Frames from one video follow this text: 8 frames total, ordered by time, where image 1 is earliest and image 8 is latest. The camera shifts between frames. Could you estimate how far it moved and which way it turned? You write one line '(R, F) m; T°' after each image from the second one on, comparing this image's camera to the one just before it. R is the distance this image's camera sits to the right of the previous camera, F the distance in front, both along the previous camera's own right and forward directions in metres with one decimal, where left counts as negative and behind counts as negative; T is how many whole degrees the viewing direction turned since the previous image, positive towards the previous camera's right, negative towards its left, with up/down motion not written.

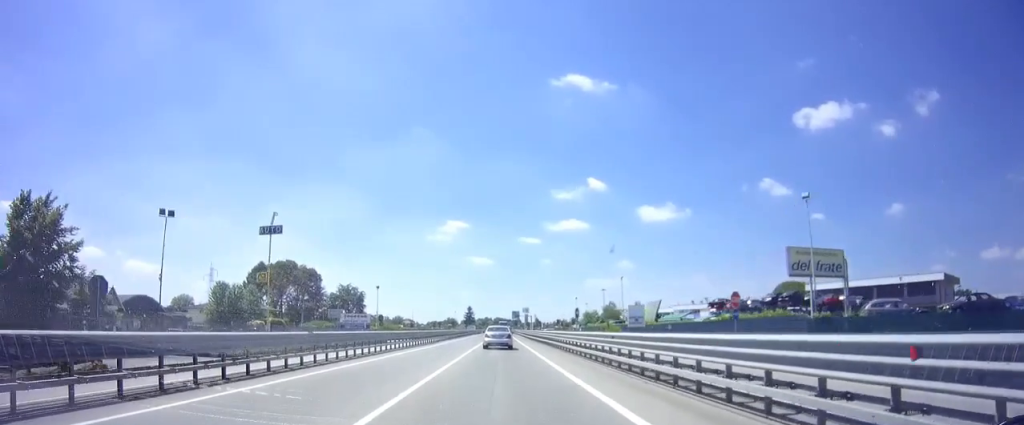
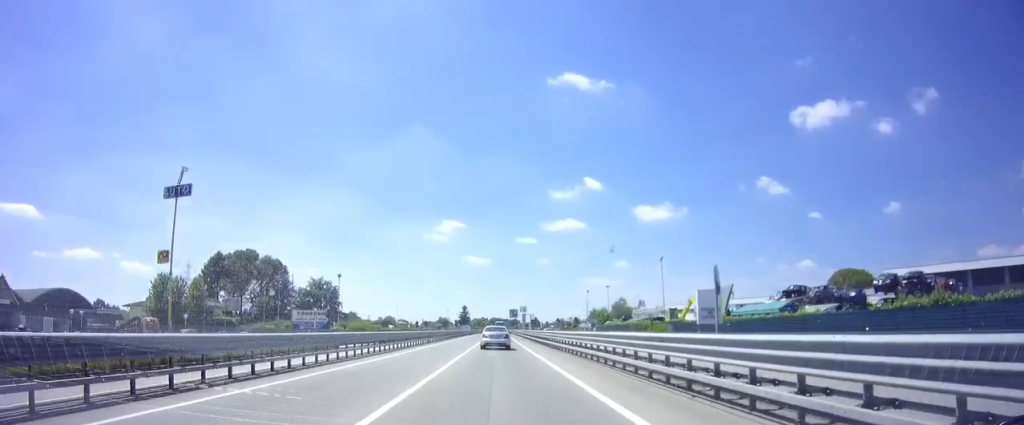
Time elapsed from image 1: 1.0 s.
(-0.2, +18.8) m; 0°
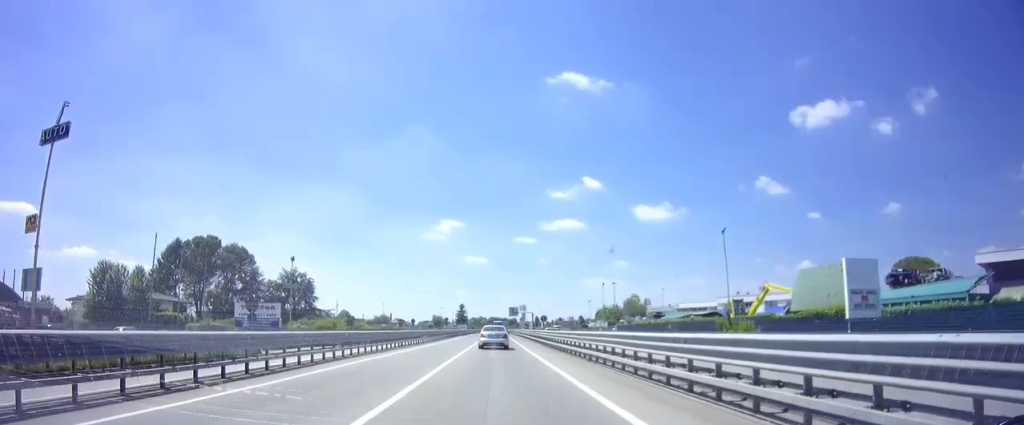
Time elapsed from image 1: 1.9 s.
(+0.2, +15.7) m; +1°
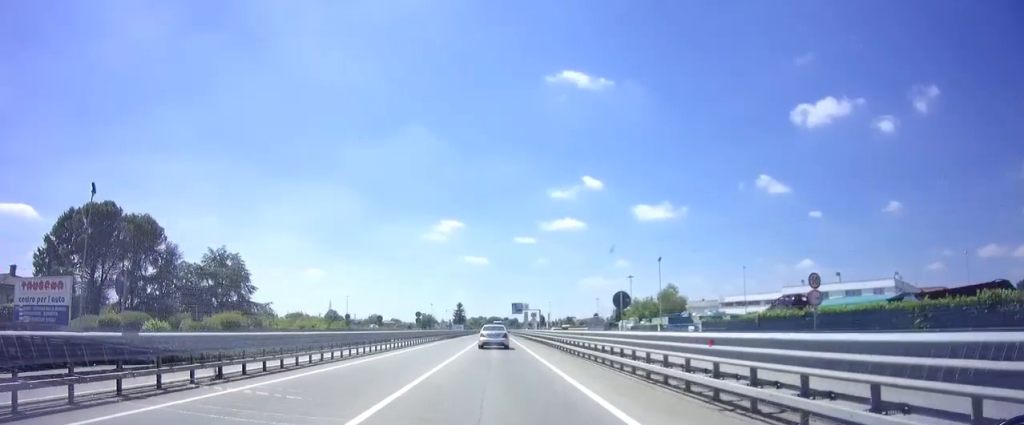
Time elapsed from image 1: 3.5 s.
(+0.1, +28.3) m; -1°
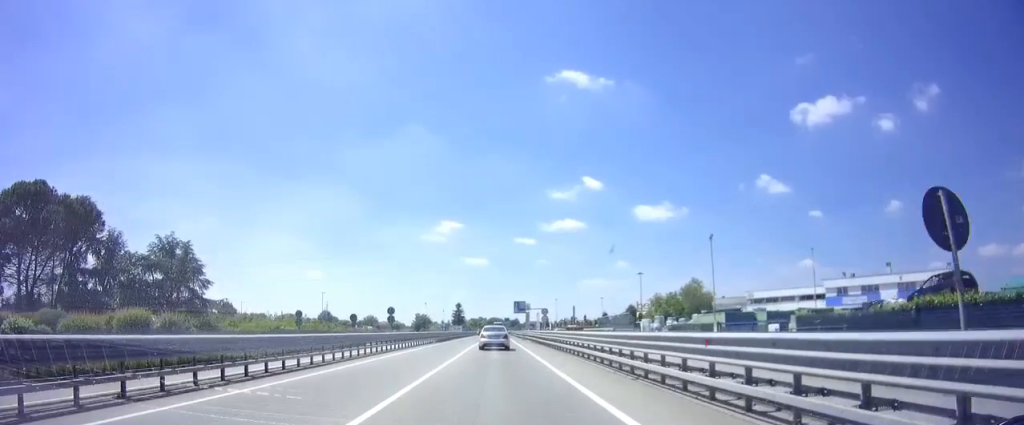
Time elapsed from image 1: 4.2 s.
(-0.3, +13.1) m; 0°
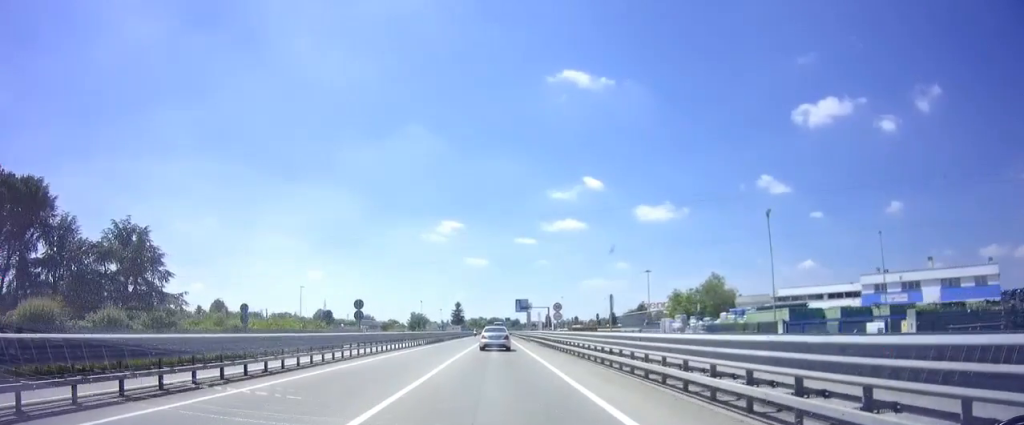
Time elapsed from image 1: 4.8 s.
(+0.2, +10.1) m; 0°
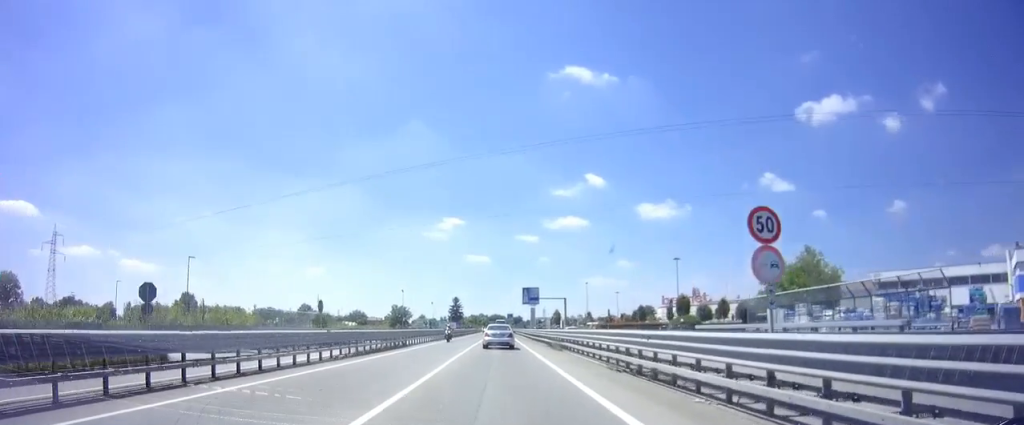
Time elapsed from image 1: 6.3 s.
(-0.2, +26.7) m; 0°
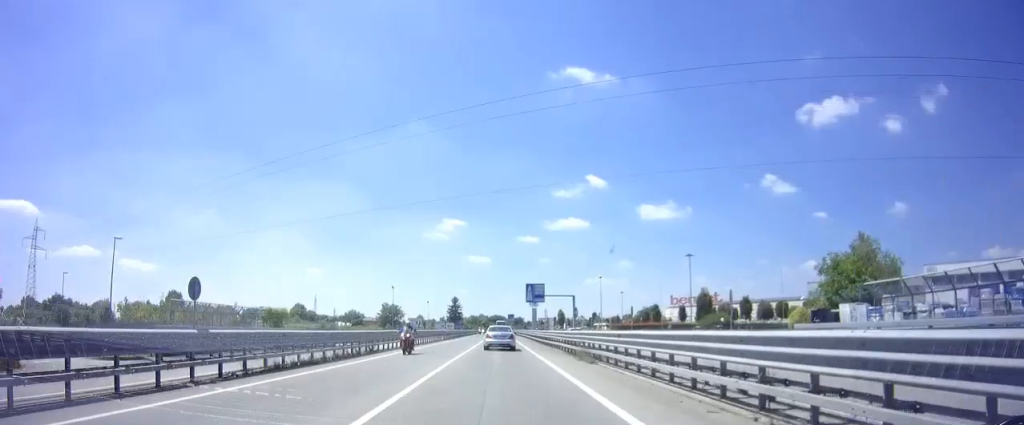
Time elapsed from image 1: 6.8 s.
(+0.3, +10.0) m; 0°
